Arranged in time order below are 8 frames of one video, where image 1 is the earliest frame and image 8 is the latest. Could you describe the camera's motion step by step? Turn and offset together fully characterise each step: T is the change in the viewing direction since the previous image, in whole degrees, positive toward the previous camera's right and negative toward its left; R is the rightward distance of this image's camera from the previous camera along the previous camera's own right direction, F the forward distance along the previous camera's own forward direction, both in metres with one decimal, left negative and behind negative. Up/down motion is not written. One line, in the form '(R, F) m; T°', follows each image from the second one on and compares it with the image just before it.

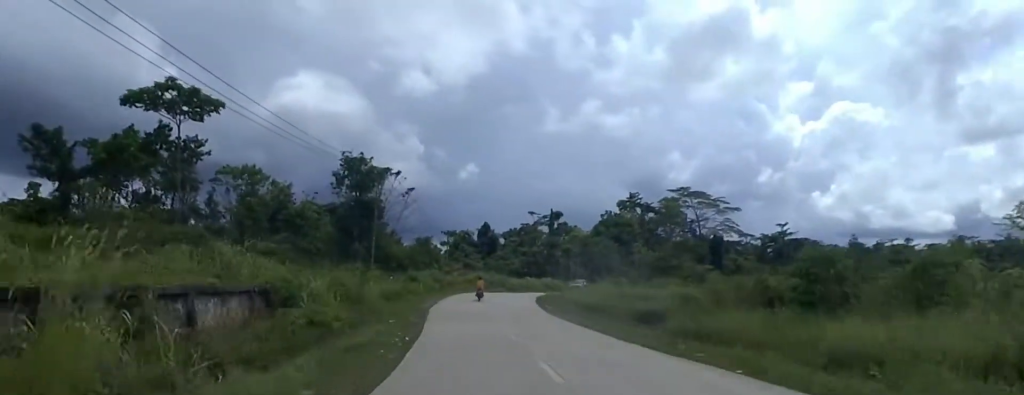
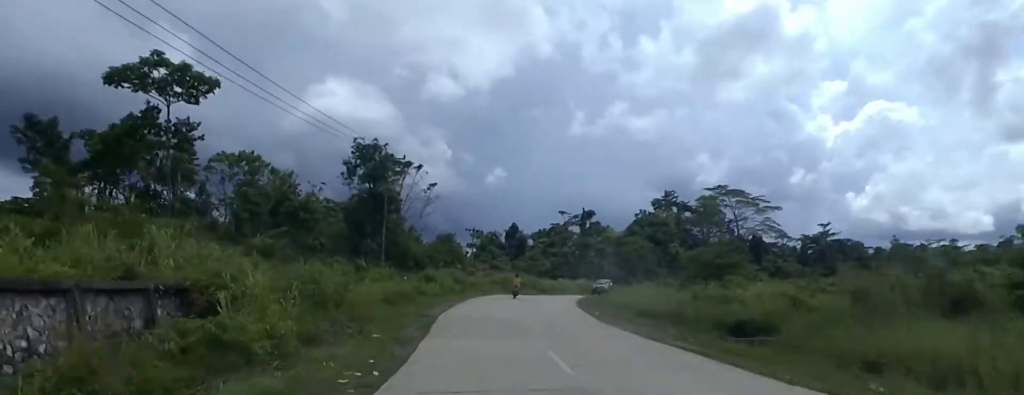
(-0.1, +7.8) m; 0°
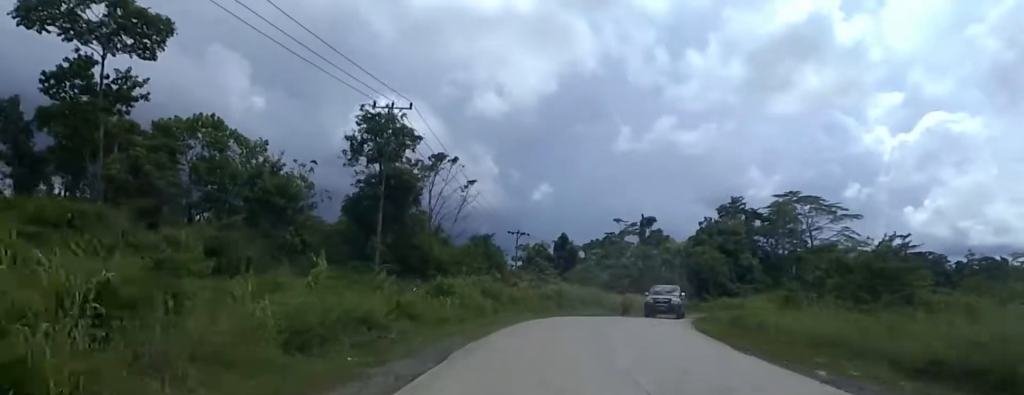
(+0.6, +15.7) m; +6°
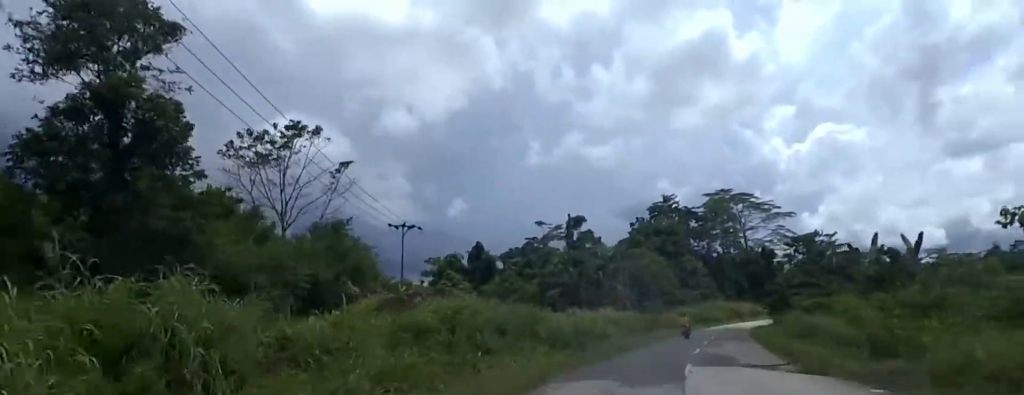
(+1.9, +20.1) m; +8°
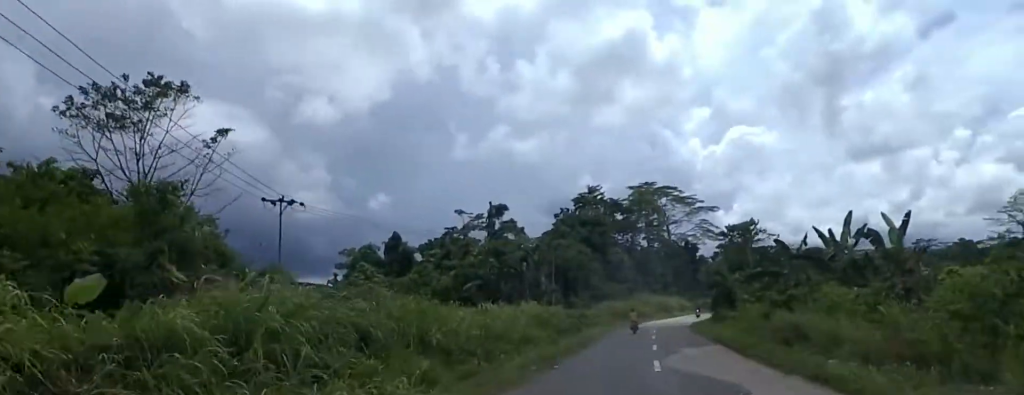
(+0.1, +6.9) m; +3°
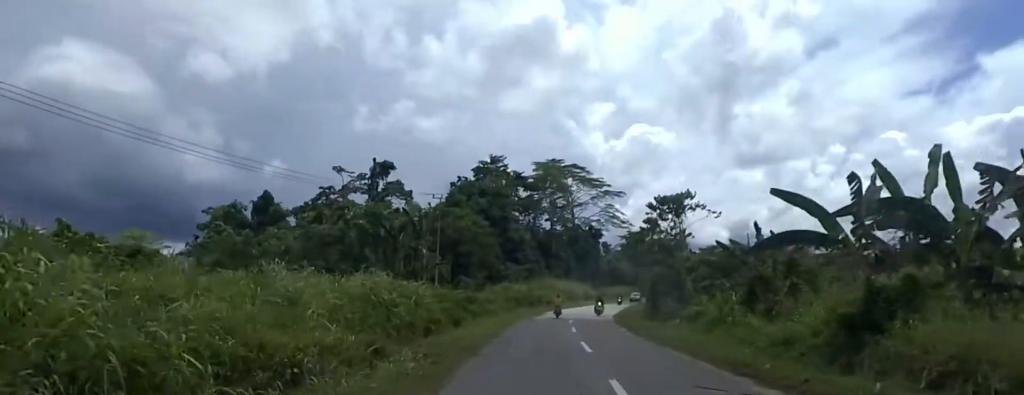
(+1.1, +13.6) m; +10°
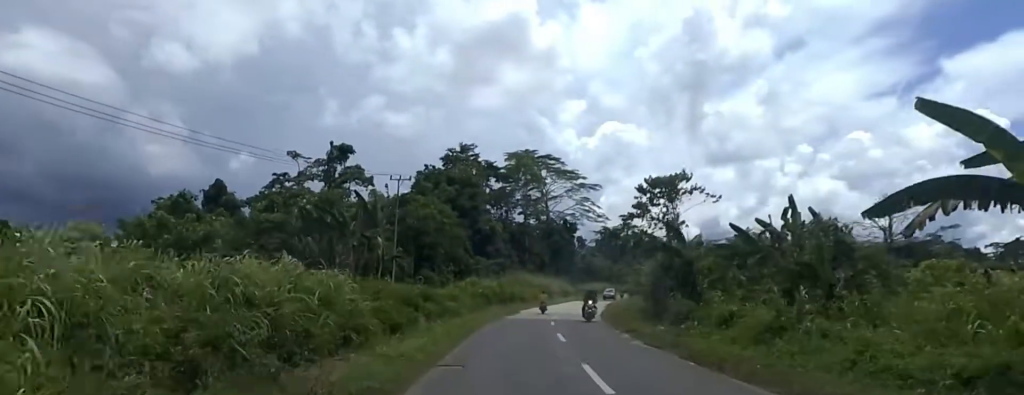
(+0.3, +6.7) m; +3°
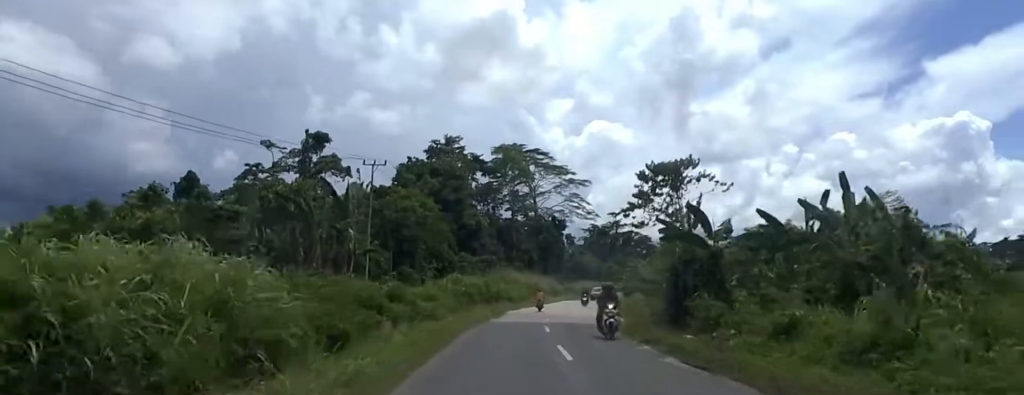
(0.0, +4.6) m; +1°
